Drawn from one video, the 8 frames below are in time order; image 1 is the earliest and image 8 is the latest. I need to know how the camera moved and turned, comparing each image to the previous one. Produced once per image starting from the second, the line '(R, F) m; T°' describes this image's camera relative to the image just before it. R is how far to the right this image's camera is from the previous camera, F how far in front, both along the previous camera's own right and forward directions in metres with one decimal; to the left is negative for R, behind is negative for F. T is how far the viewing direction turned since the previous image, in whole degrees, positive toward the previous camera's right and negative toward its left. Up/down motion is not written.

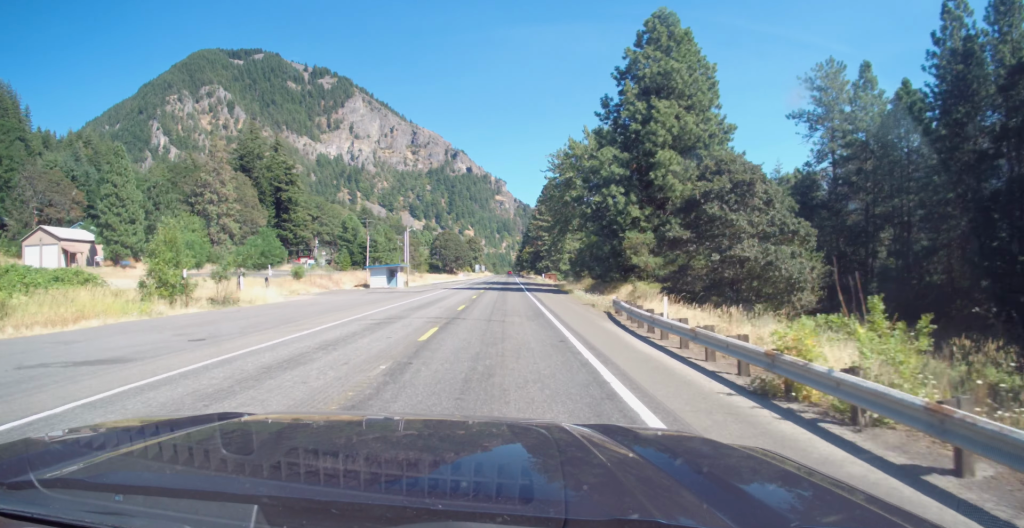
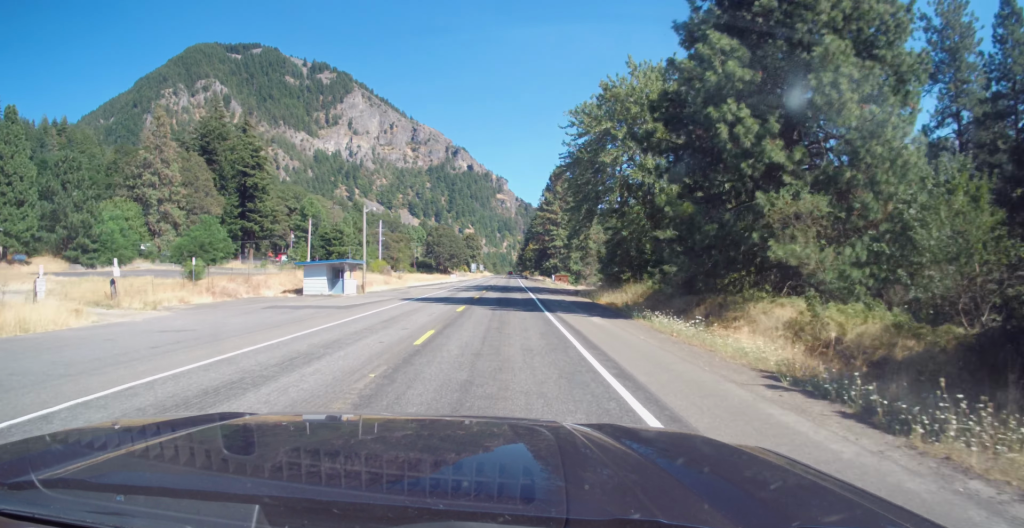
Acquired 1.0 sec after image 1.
(-0.4, +25.7) m; -1°
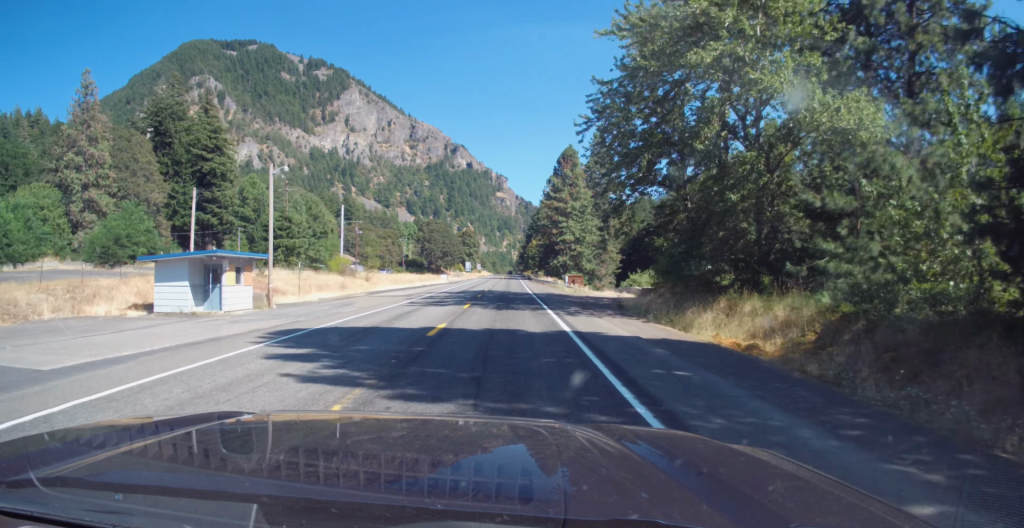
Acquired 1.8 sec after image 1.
(+0.1, +22.1) m; 0°
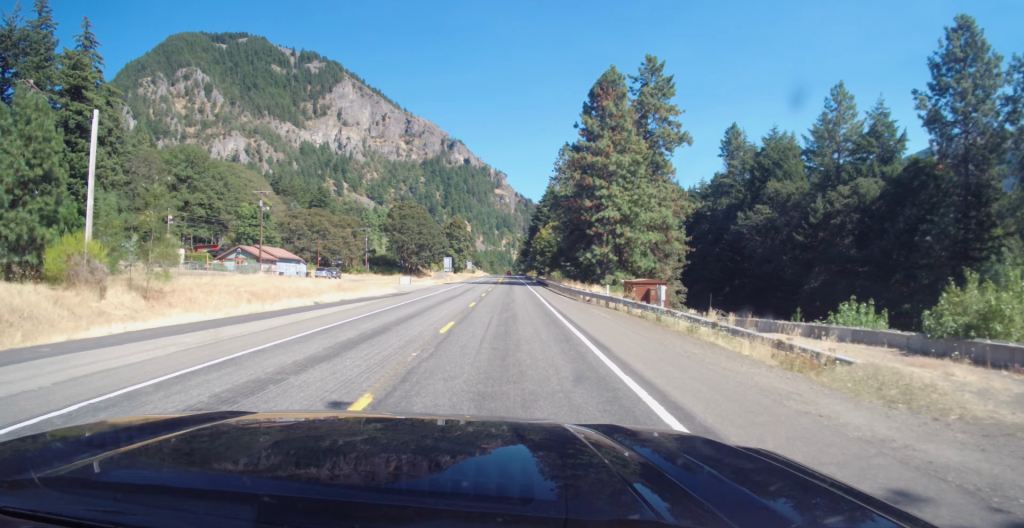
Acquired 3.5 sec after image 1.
(-0.2, +48.0) m; 0°
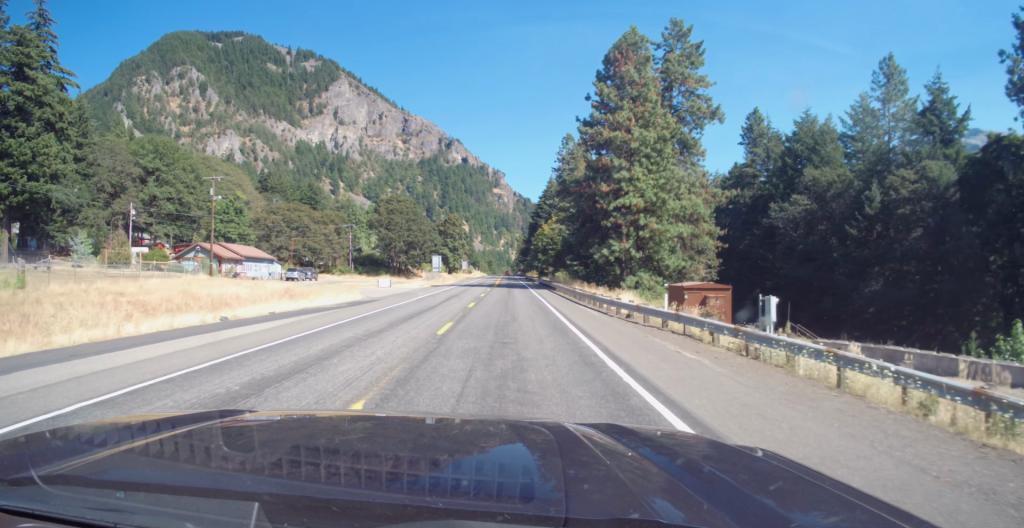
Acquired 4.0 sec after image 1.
(0.0, +12.7) m; 0°
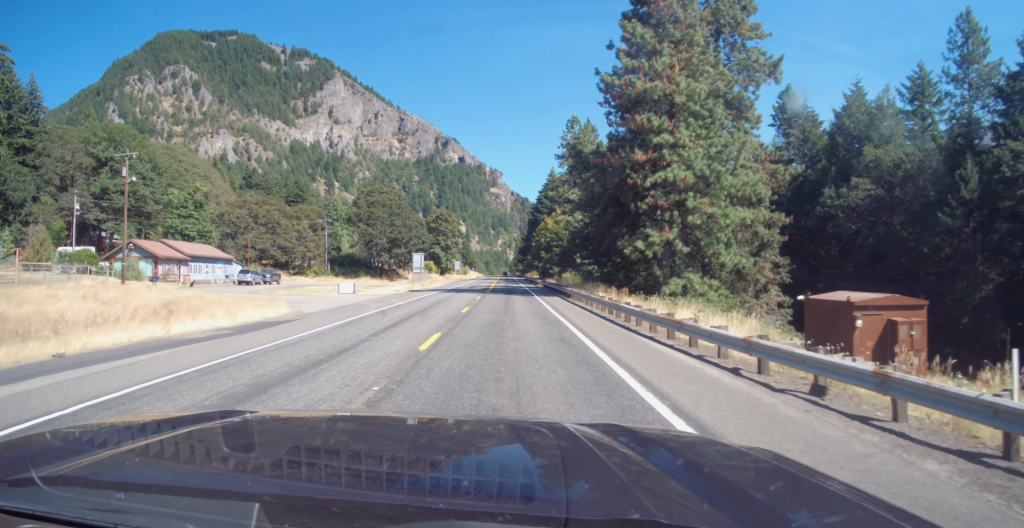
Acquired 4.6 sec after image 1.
(-0.1, +15.9) m; +1°
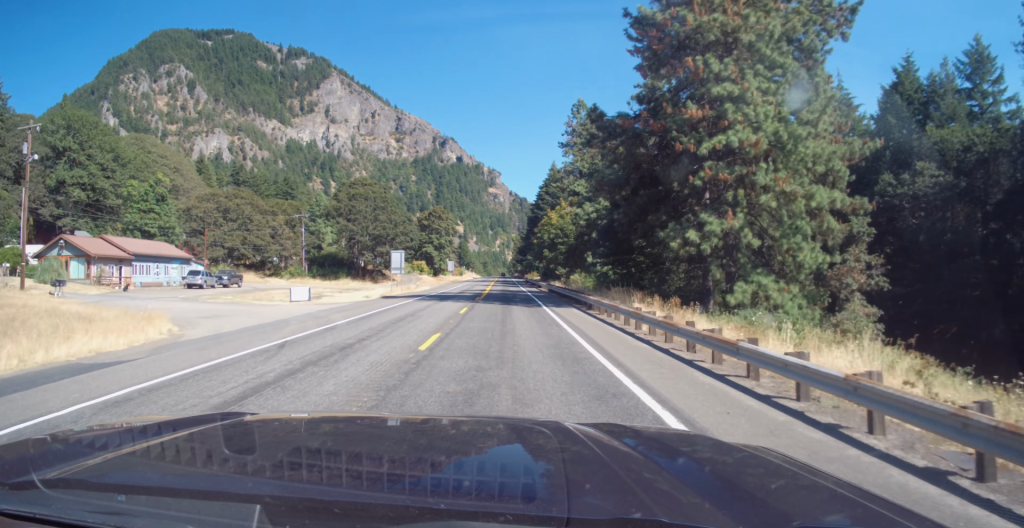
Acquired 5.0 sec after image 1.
(+0.1, +11.8) m; 0°
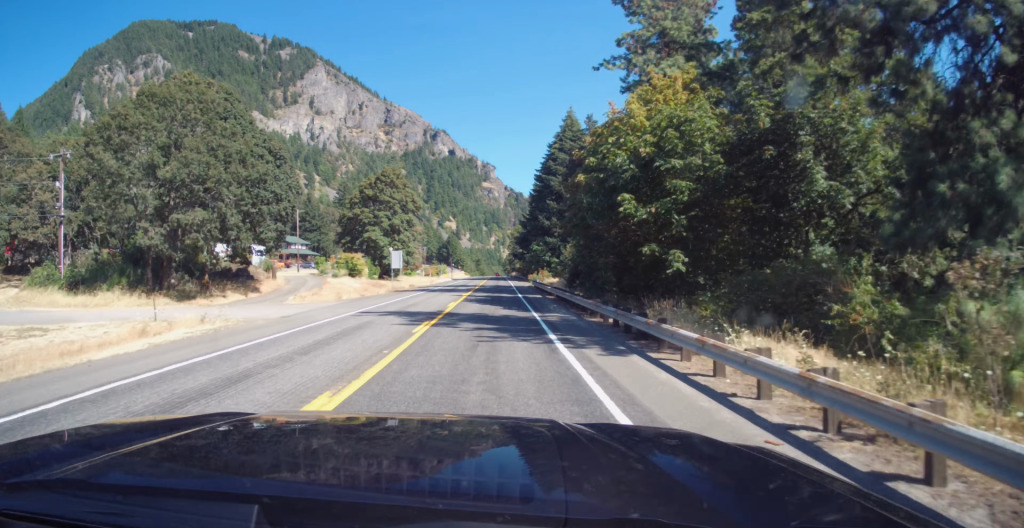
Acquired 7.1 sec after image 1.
(+0.4, +56.5) m; 0°
